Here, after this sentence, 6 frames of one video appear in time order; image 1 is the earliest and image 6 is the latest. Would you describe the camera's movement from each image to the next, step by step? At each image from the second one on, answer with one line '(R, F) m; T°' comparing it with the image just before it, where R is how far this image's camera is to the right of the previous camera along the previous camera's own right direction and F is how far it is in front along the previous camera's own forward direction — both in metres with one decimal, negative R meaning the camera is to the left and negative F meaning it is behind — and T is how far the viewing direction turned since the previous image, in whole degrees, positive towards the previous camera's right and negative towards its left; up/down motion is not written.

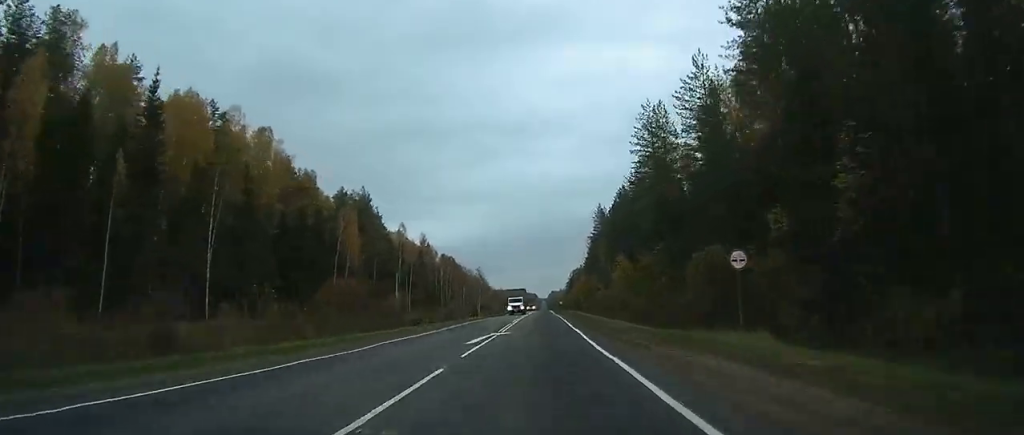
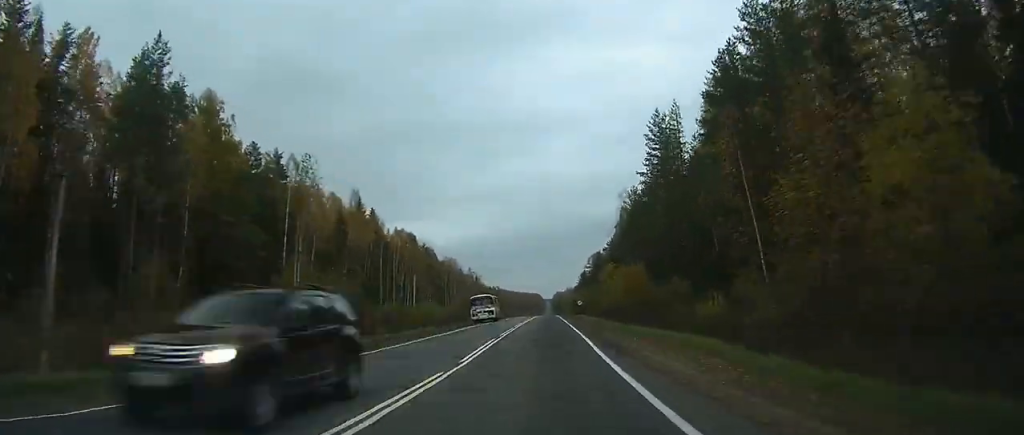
(0.0, +72.7) m; 0°
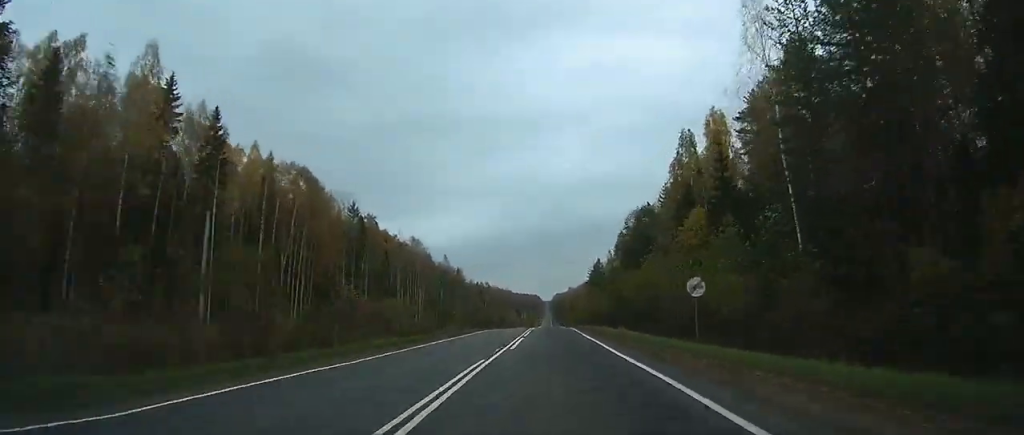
(-0.3, +69.9) m; 0°
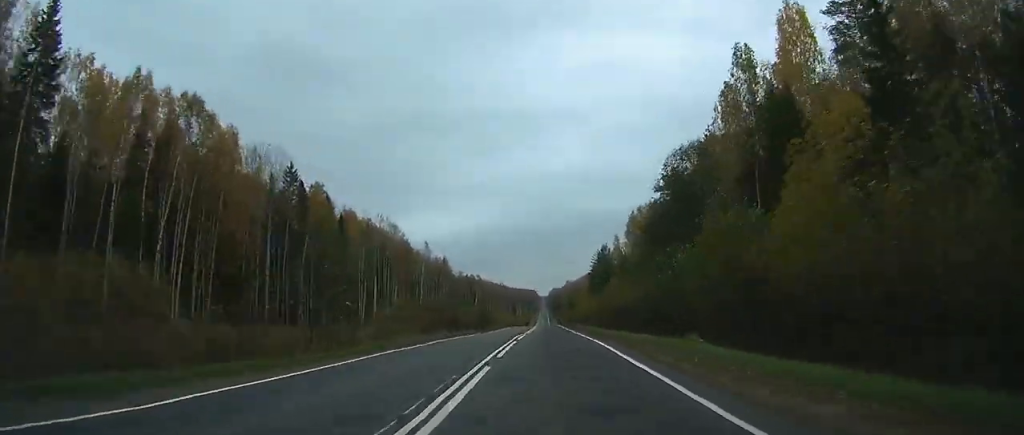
(0.0, +27.6) m; 0°
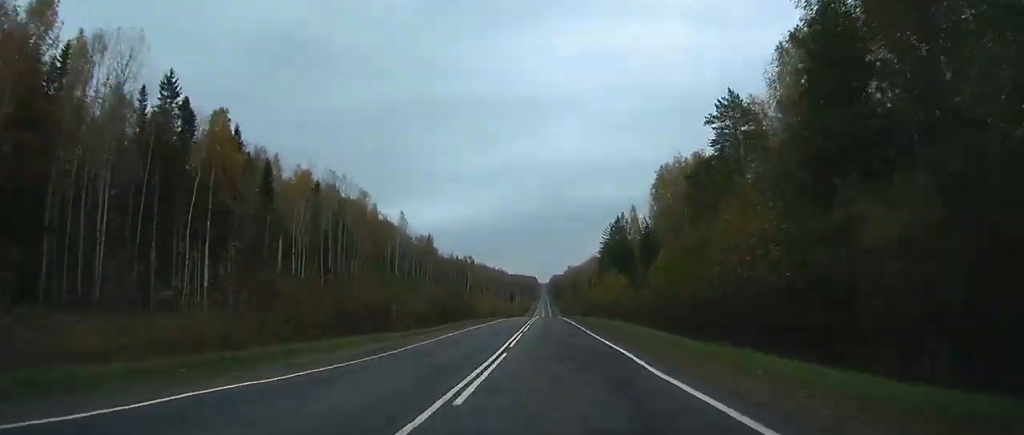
(-0.1, +31.2) m; 0°
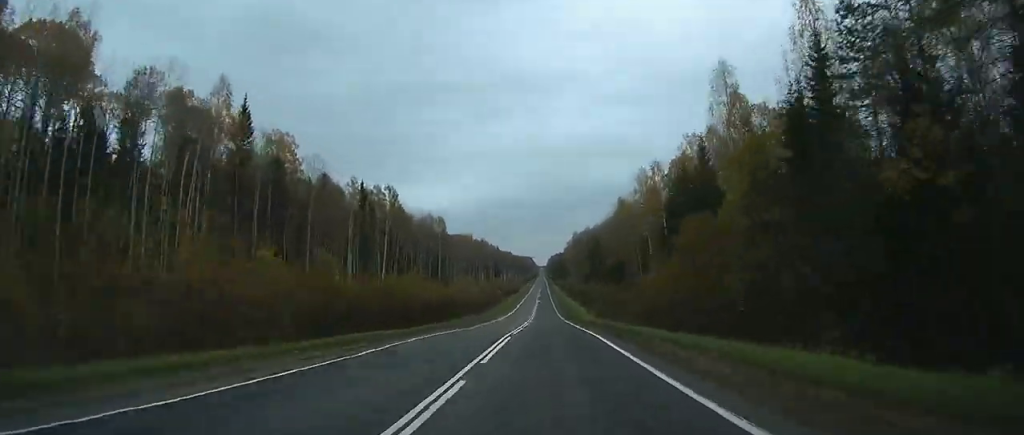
(+0.4, +122.0) m; 0°
